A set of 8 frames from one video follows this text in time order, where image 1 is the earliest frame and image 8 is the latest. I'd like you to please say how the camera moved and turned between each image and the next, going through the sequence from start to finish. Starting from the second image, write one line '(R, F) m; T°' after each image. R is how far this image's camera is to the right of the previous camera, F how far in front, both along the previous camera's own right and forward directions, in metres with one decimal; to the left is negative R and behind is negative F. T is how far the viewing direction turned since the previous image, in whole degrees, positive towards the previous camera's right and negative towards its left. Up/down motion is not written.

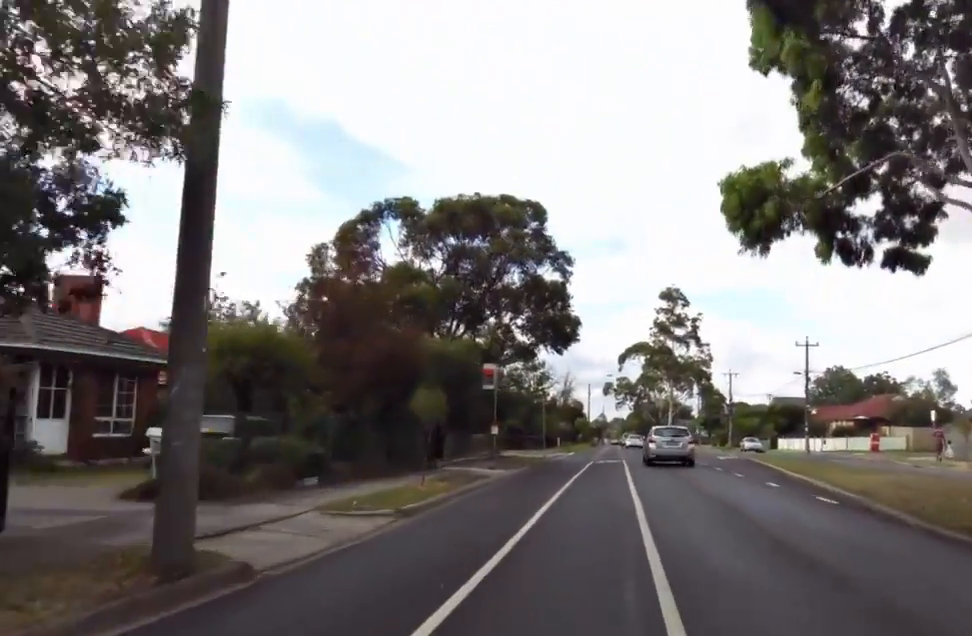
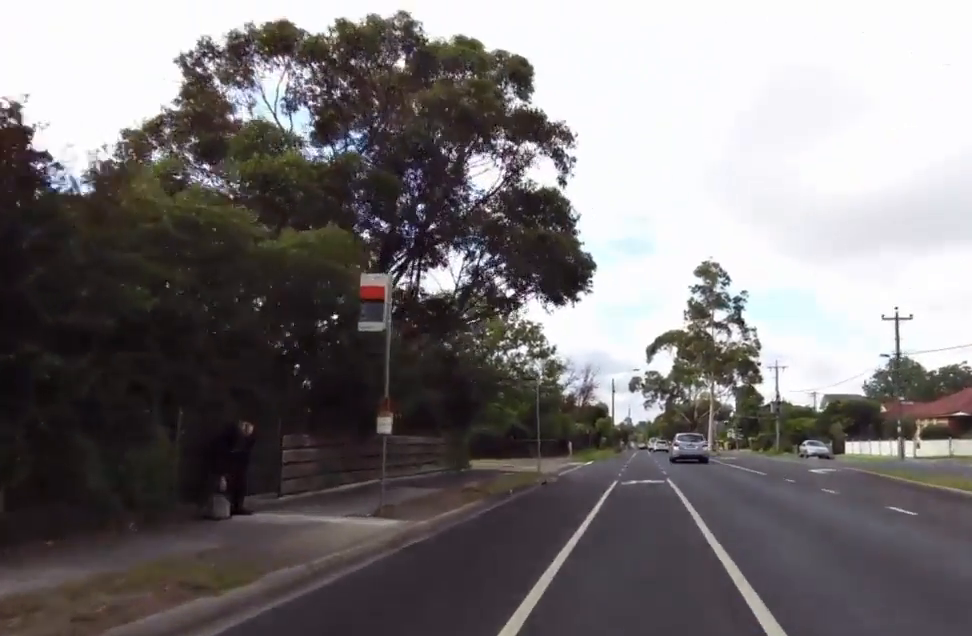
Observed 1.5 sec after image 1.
(+0.1, +14.4) m; -5°
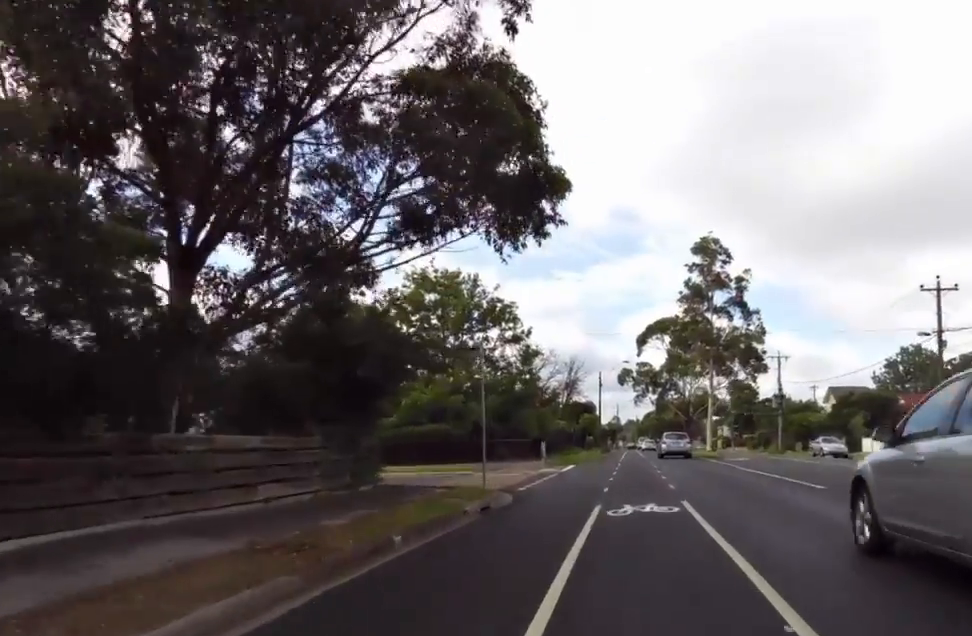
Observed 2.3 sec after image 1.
(-0.4, +8.3) m; 0°
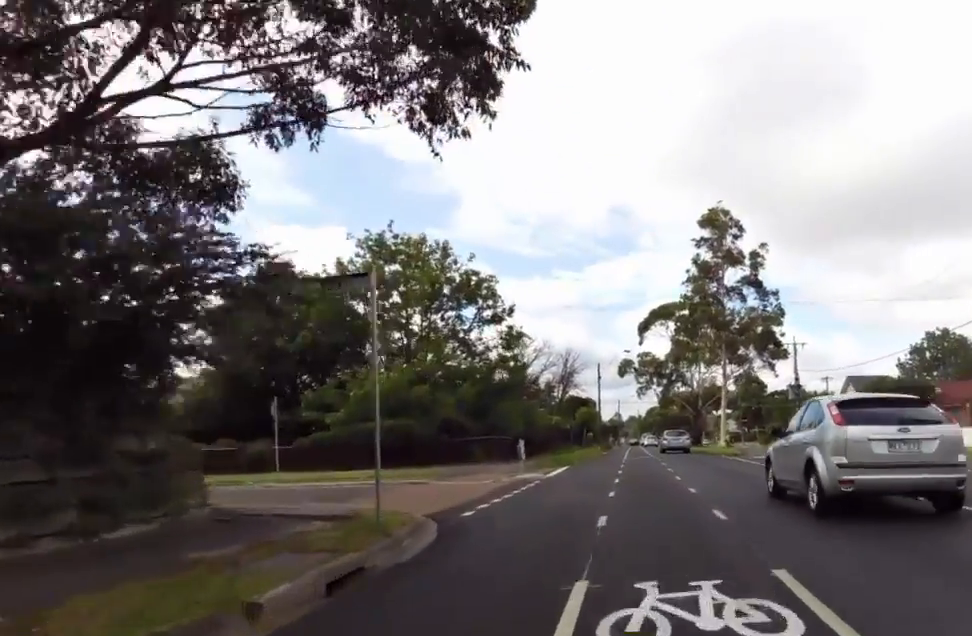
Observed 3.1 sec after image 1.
(+0.1, +7.7) m; +5°
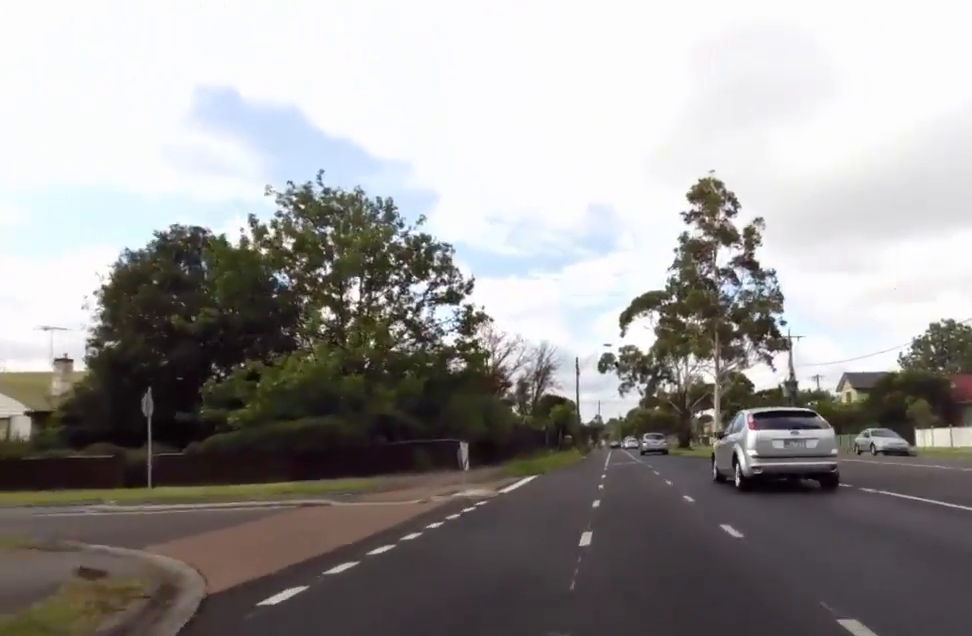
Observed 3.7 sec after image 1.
(+0.6, +6.2) m; +5°
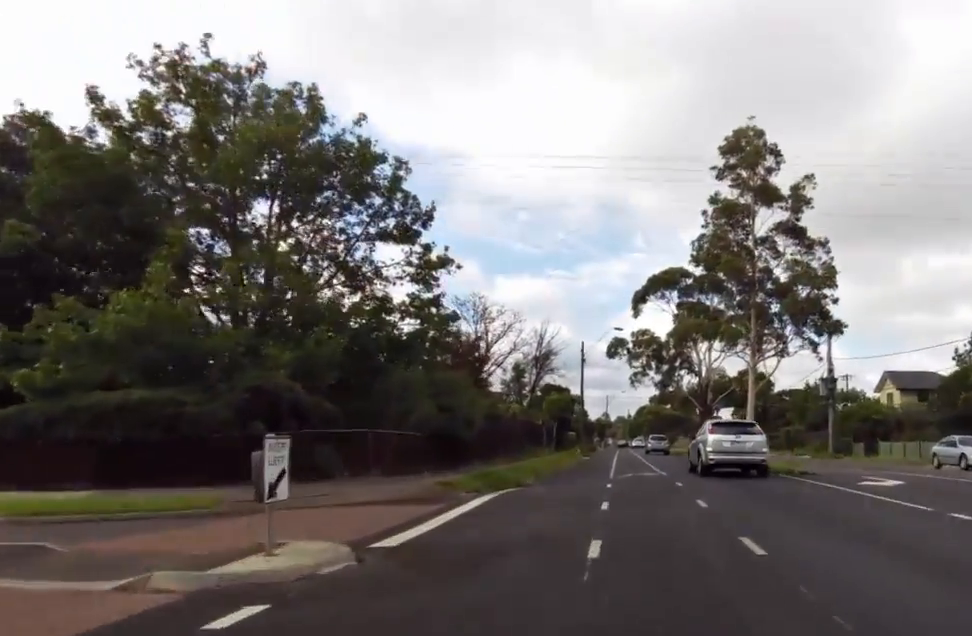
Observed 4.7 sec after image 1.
(+0.3, +9.5) m; -4°
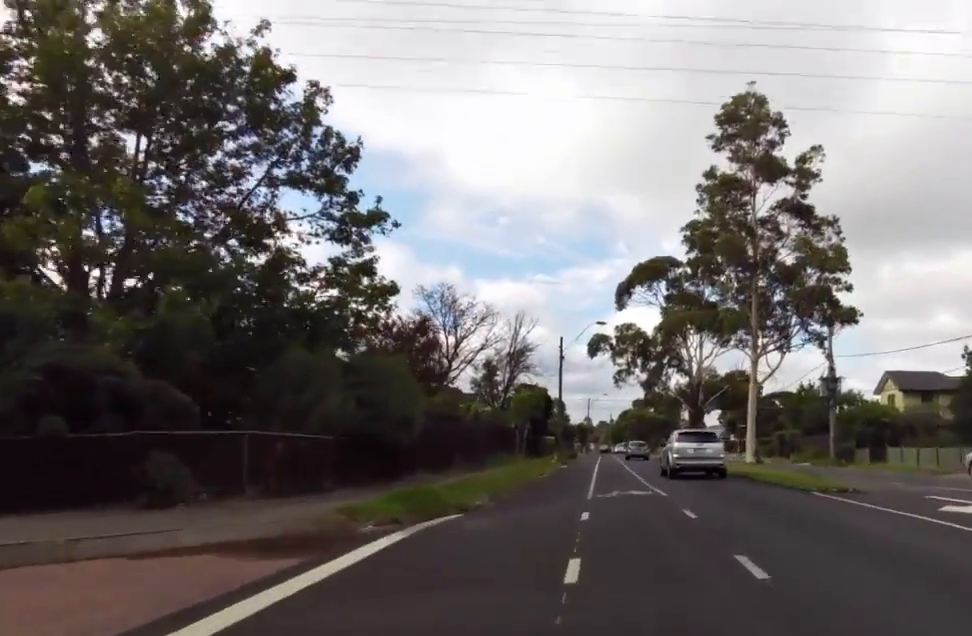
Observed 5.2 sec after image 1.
(-0.3, +5.2) m; -4°
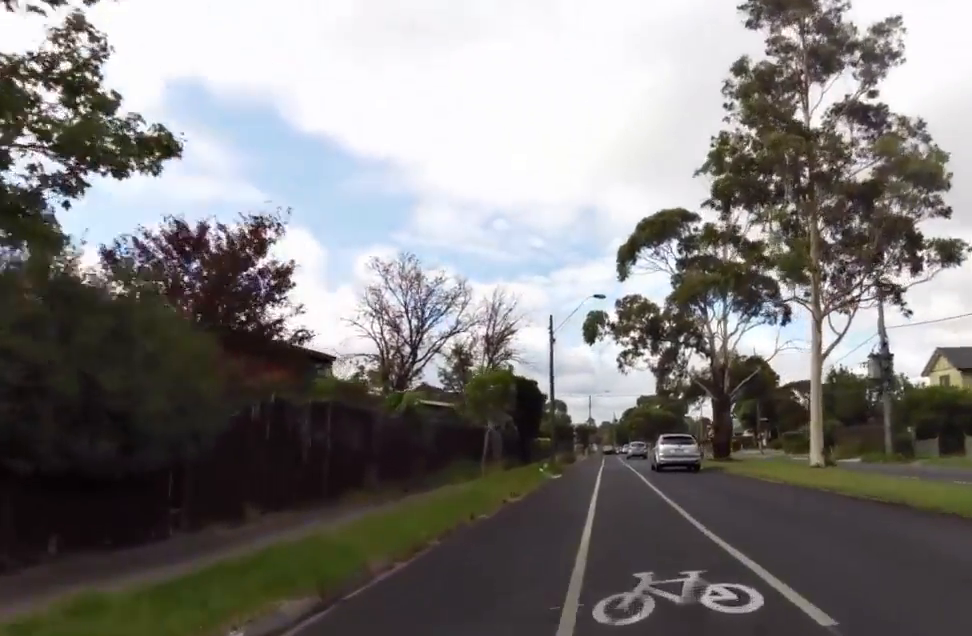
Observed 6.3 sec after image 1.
(-0.9, +10.3) m; -2°
